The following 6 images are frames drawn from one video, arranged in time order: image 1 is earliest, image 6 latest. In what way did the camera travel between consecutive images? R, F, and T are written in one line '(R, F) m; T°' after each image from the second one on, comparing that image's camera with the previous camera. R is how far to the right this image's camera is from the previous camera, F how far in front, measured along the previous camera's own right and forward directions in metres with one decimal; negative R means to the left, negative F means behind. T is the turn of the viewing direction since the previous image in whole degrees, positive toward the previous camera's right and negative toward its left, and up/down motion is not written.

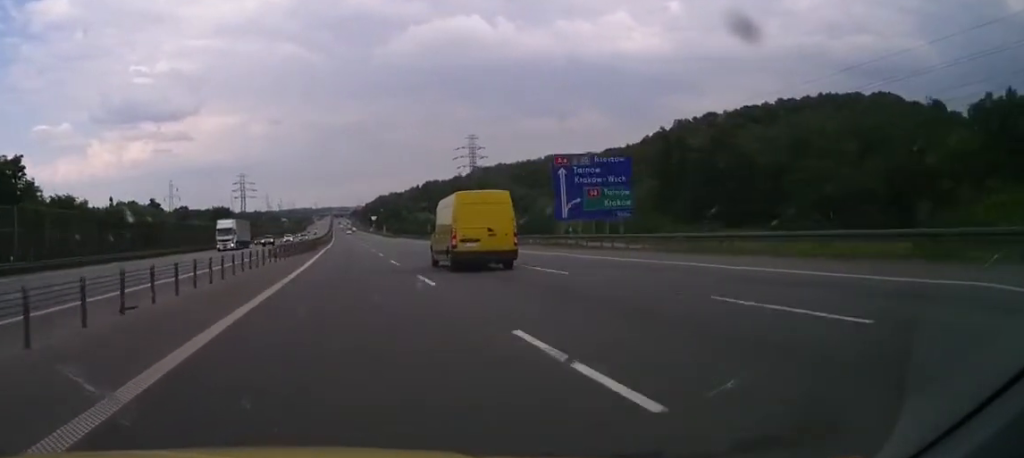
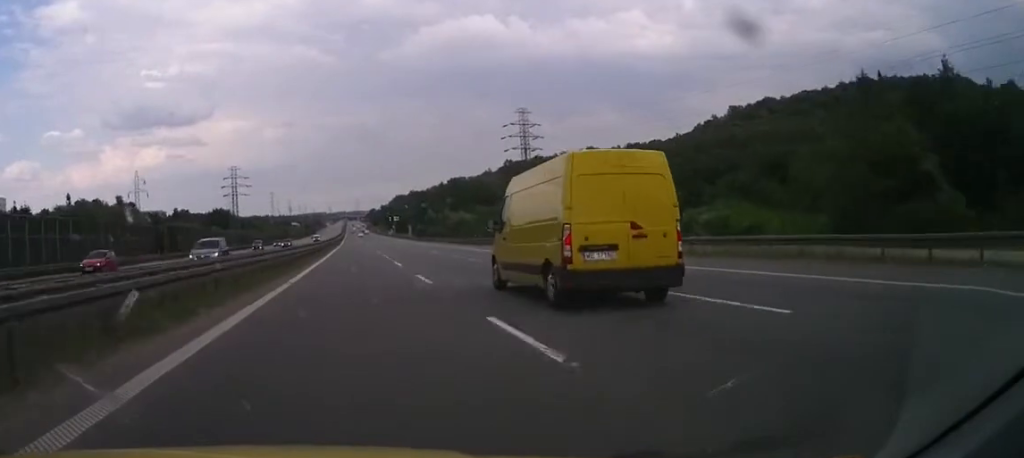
(+0.1, +60.3) m; 0°
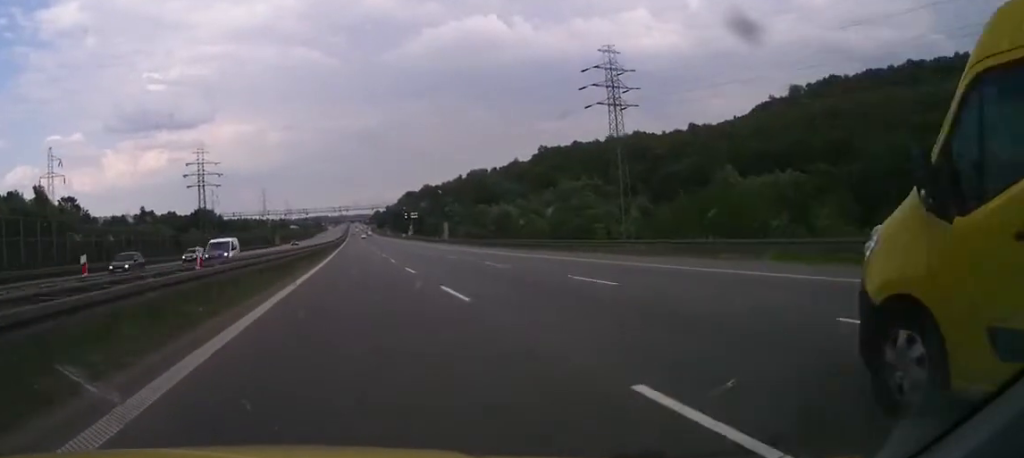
(-1.4, +65.5) m; -3°
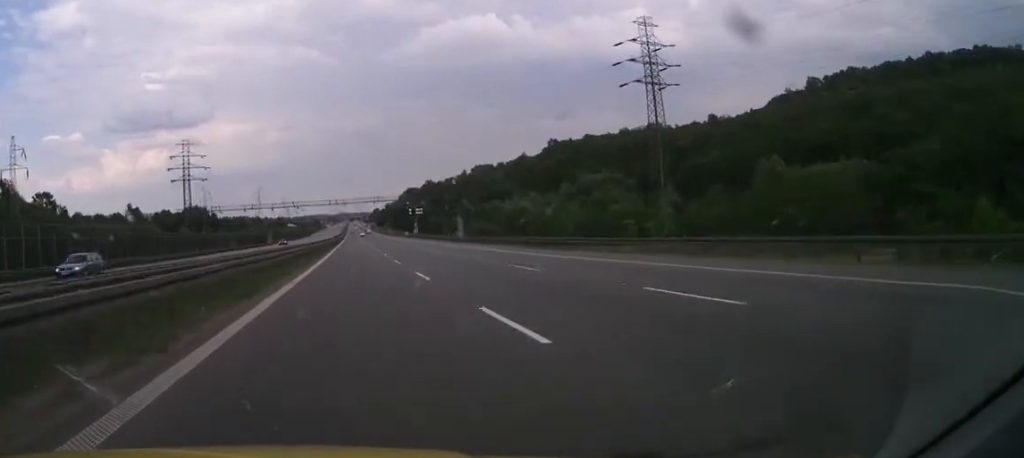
(-0.3, +17.5) m; -1°
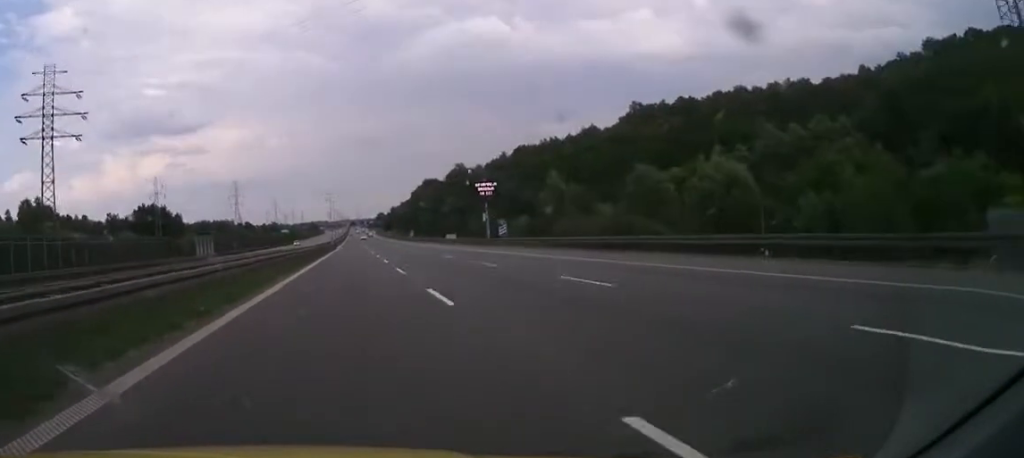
(-0.1, +90.1) m; 0°
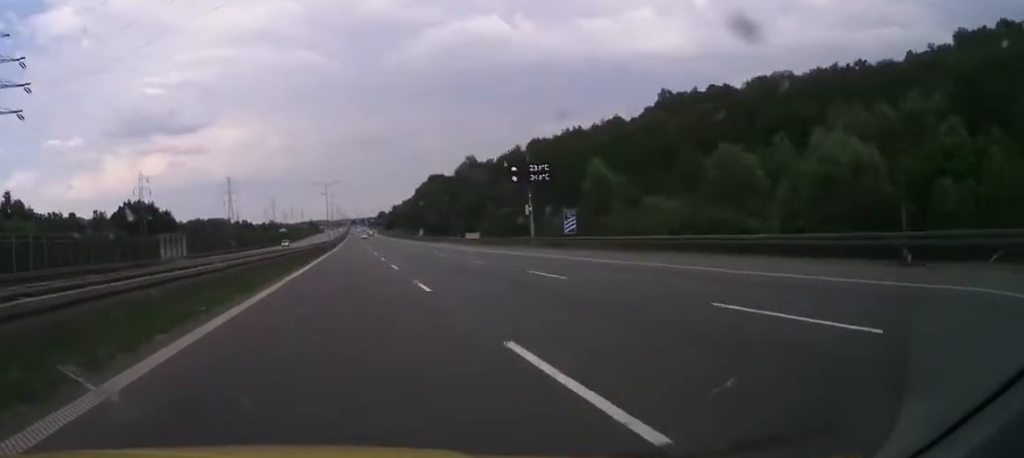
(+0.1, +20.2) m; 0°
